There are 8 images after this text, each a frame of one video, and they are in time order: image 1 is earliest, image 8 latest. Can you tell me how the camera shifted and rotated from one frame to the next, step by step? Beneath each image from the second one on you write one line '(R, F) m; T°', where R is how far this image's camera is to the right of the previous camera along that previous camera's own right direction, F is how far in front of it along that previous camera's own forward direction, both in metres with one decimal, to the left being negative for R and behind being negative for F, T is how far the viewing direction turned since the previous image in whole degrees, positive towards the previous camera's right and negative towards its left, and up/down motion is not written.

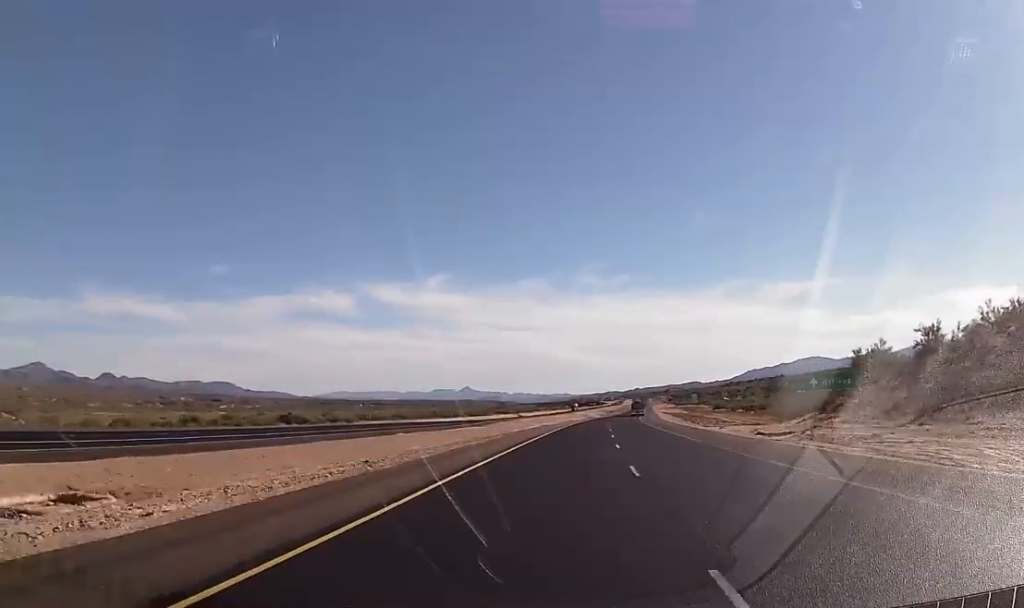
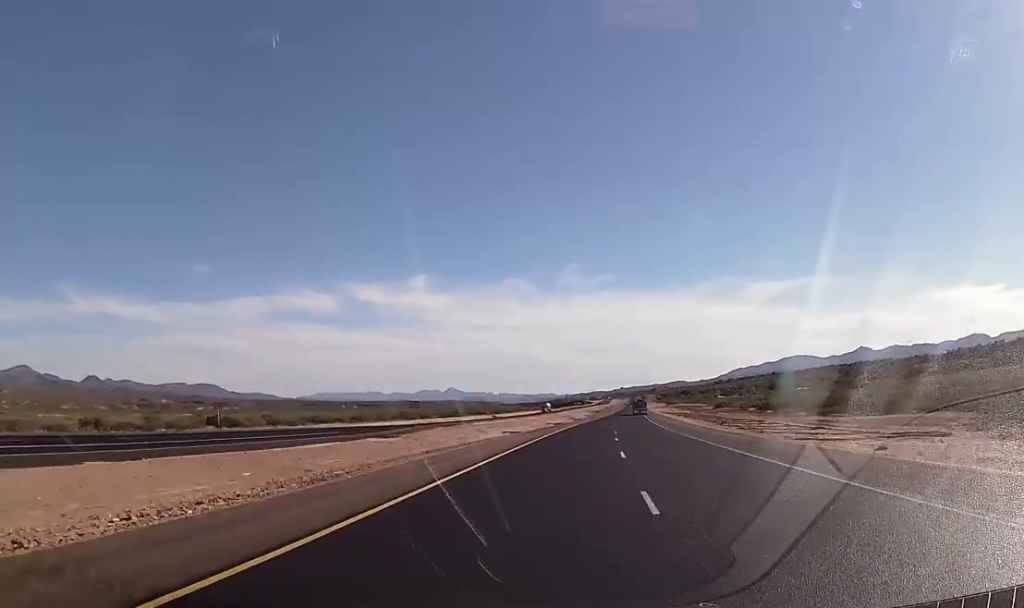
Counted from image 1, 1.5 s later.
(+0.6, +54.9) m; +2°
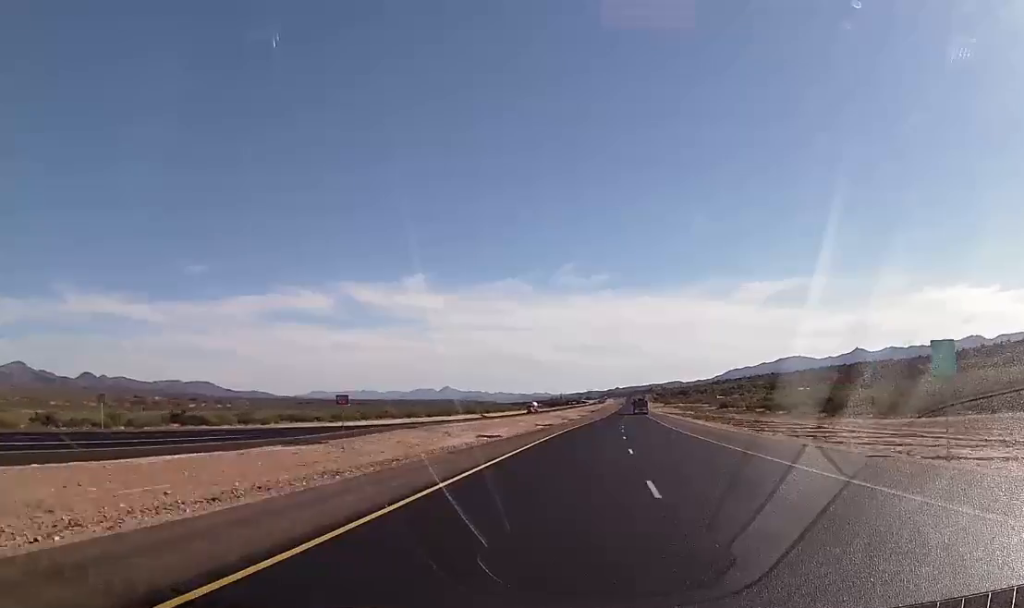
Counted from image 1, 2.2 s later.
(+0.3, +22.7) m; +1°
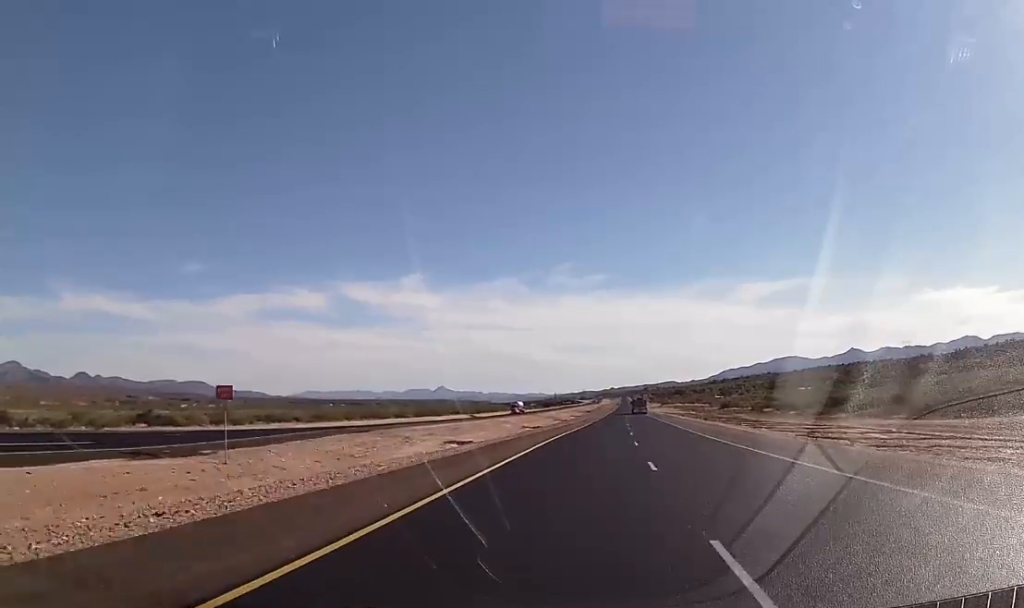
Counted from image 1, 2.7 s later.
(+0.3, +19.1) m; 0°
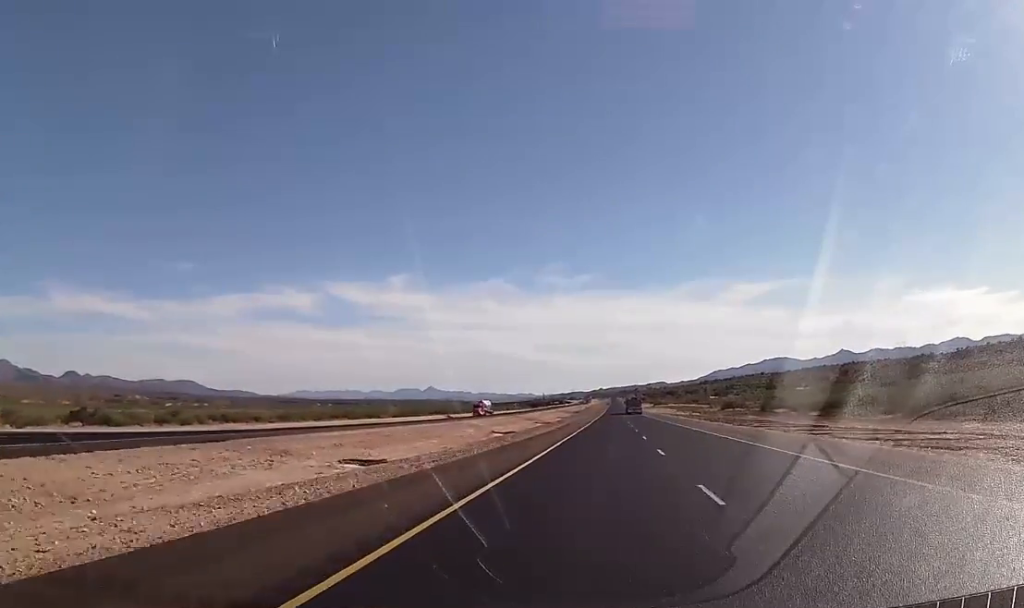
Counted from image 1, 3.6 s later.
(-0.3, +31.0) m; 0°
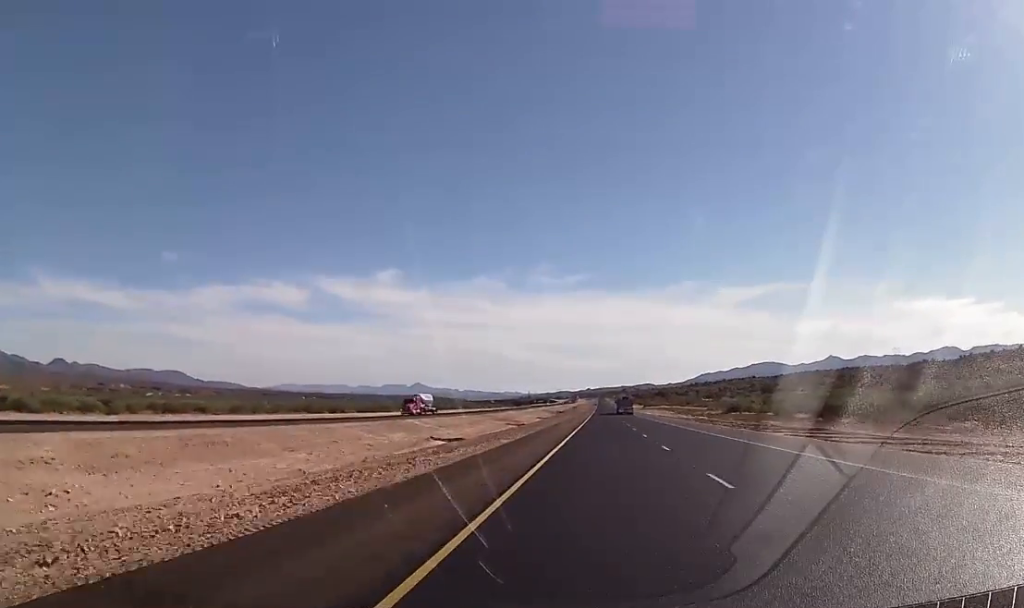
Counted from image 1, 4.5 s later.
(+0.3, +34.6) m; +1°
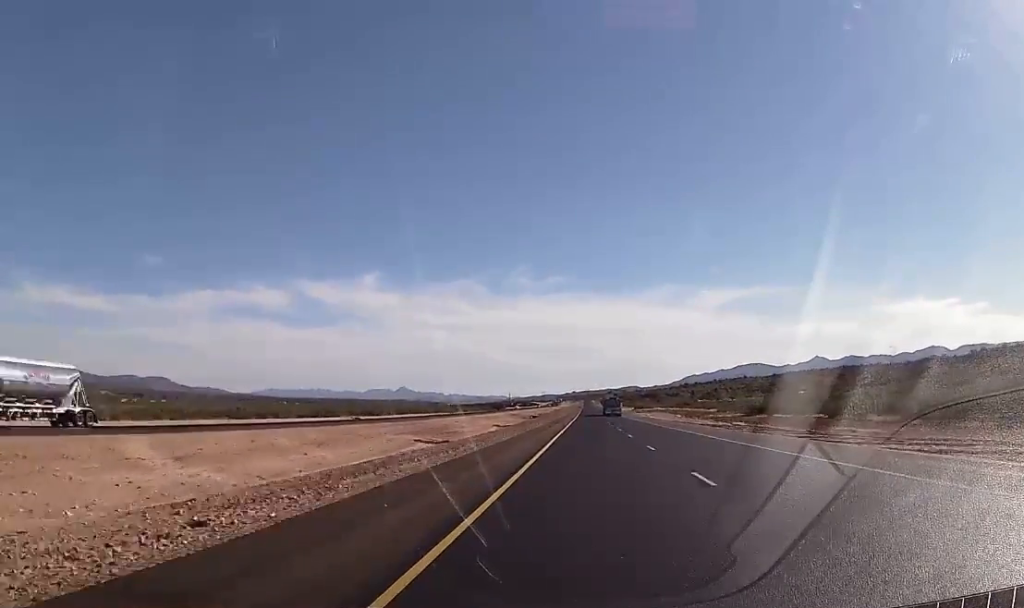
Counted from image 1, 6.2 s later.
(+1.4, +60.7) m; +2°
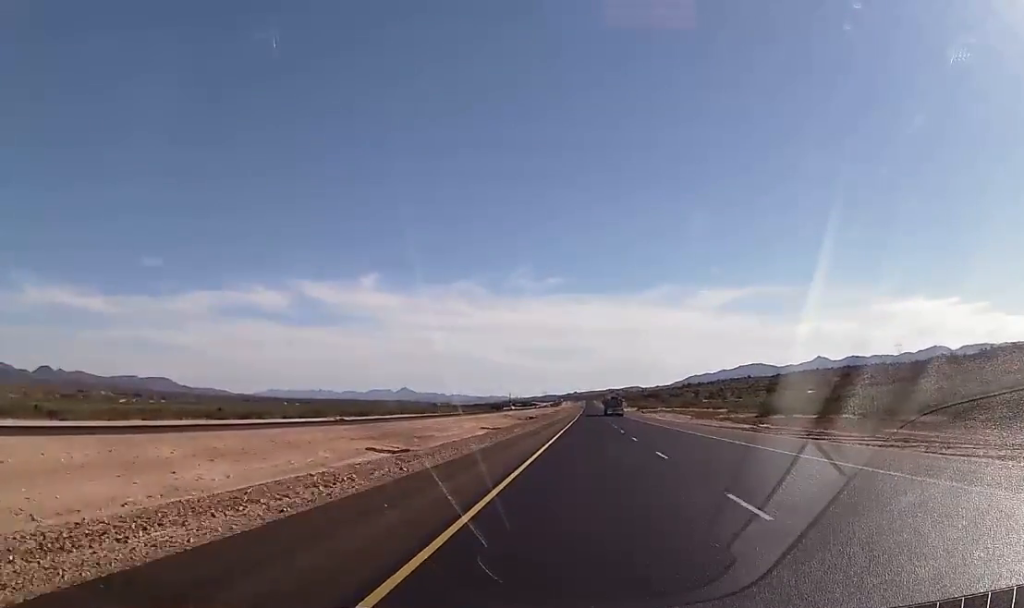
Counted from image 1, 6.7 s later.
(+0.1, +16.5) m; 0°
